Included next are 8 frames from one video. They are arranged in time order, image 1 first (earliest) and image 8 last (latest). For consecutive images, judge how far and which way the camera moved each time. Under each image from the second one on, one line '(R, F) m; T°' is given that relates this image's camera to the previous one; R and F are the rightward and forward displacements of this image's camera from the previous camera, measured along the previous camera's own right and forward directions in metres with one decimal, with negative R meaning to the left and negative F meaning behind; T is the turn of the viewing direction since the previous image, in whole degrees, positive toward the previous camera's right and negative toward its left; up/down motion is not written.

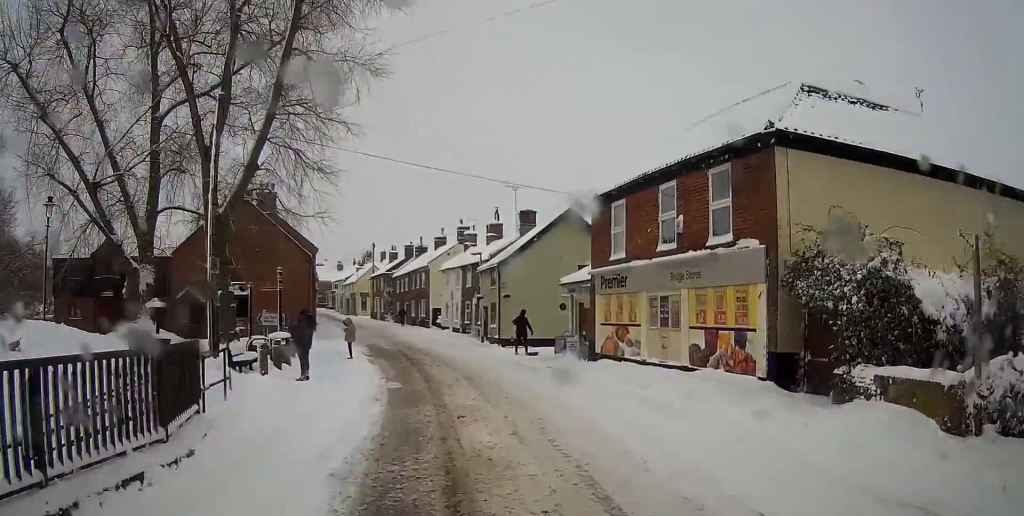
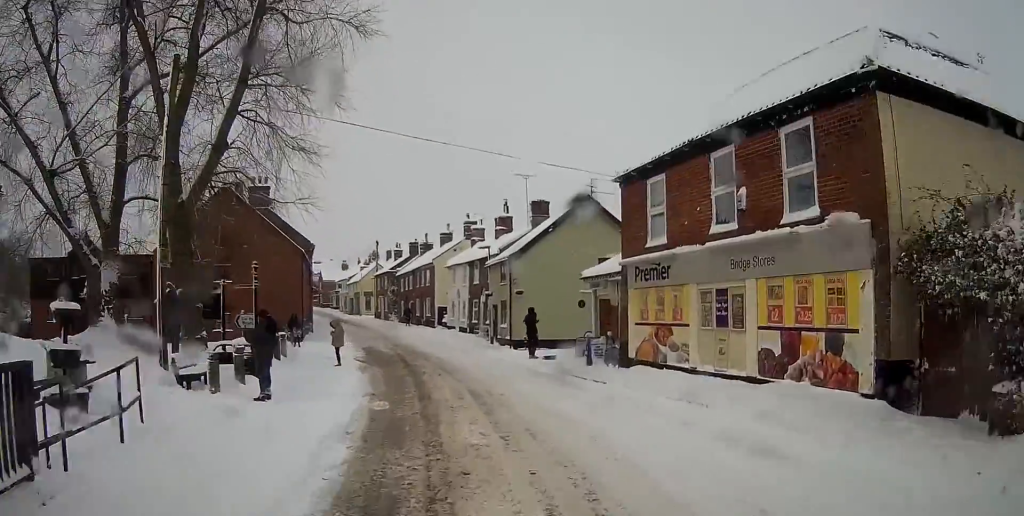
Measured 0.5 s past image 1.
(0.0, +3.5) m; -1°
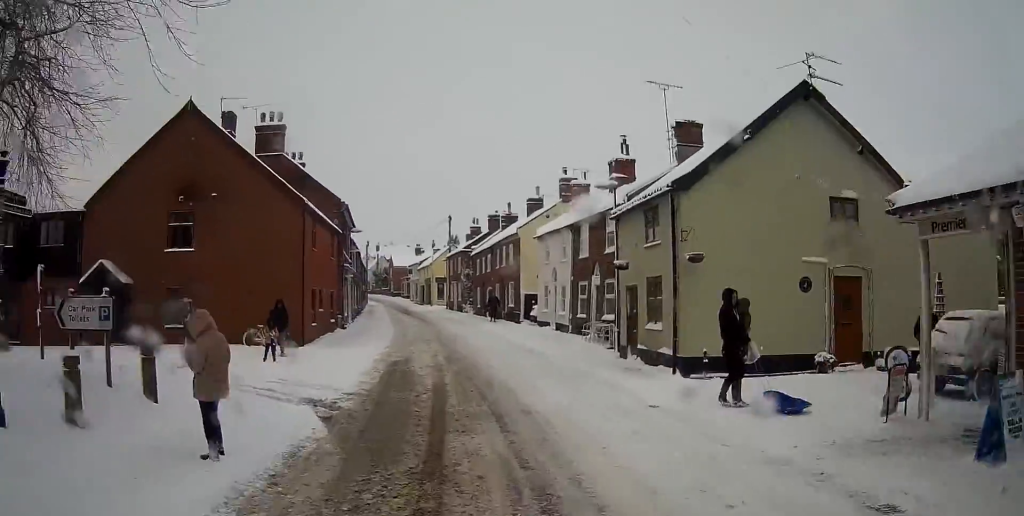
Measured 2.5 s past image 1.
(-1.2, +16.2) m; -5°
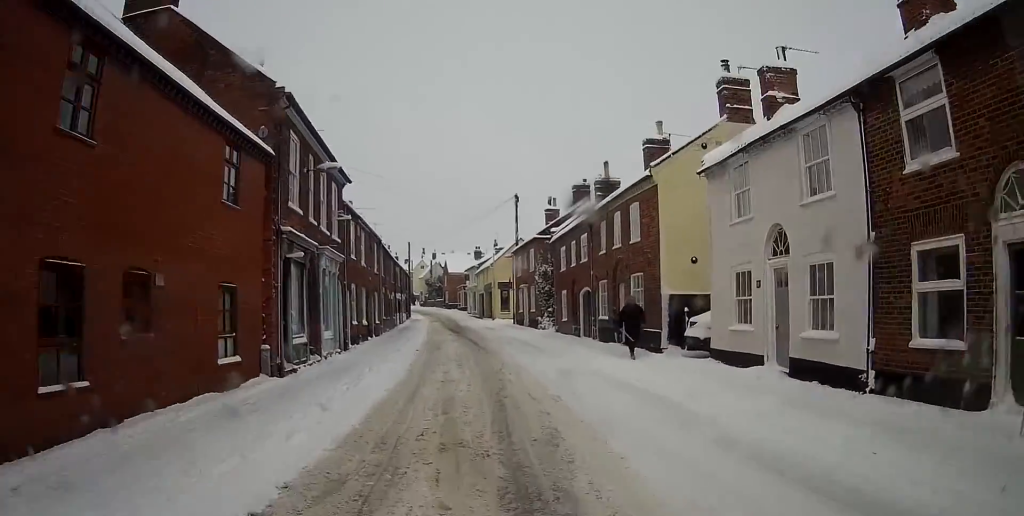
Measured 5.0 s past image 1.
(-2.8, +21.8) m; -11°
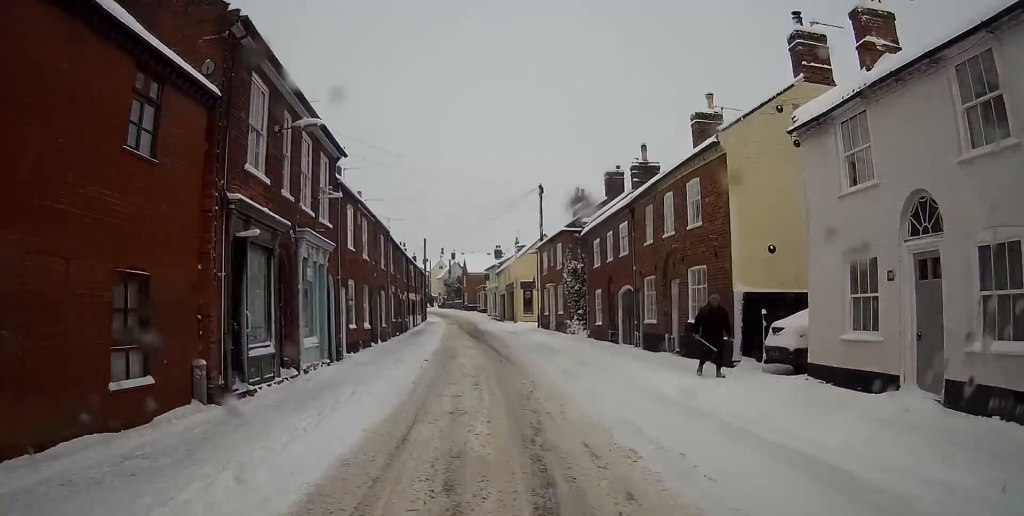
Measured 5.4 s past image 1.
(+0.2, +4.9) m; +2°
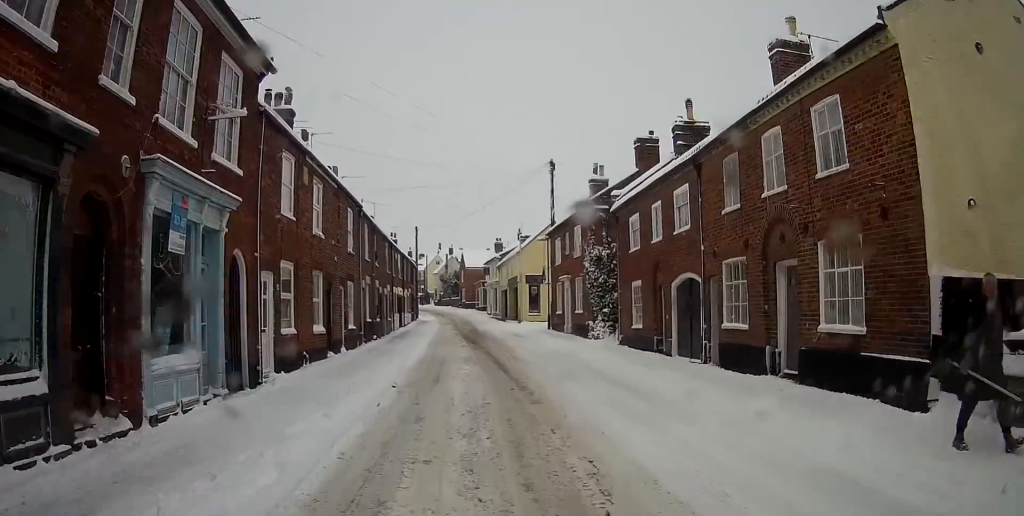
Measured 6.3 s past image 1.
(+0.1, +9.2) m; +1°
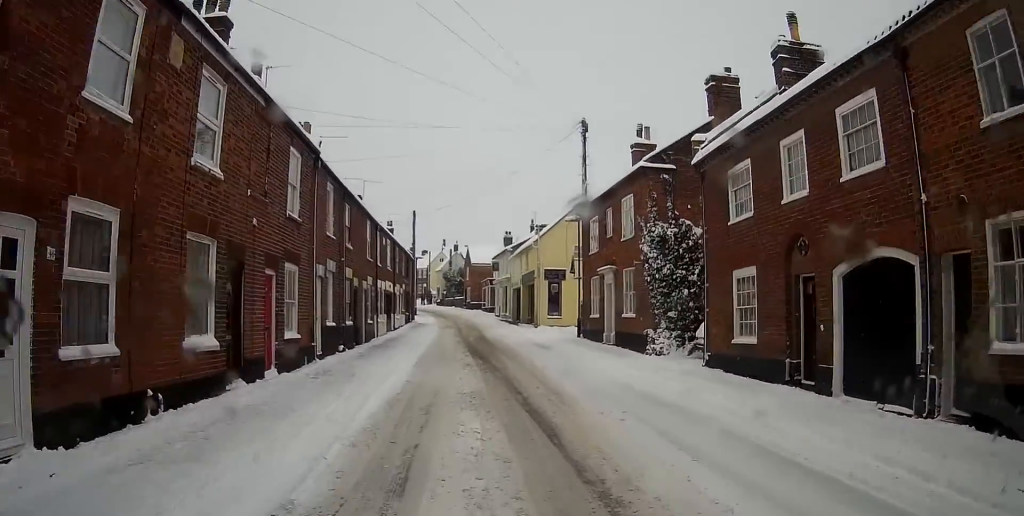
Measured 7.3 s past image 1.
(0.0, +10.3) m; 0°
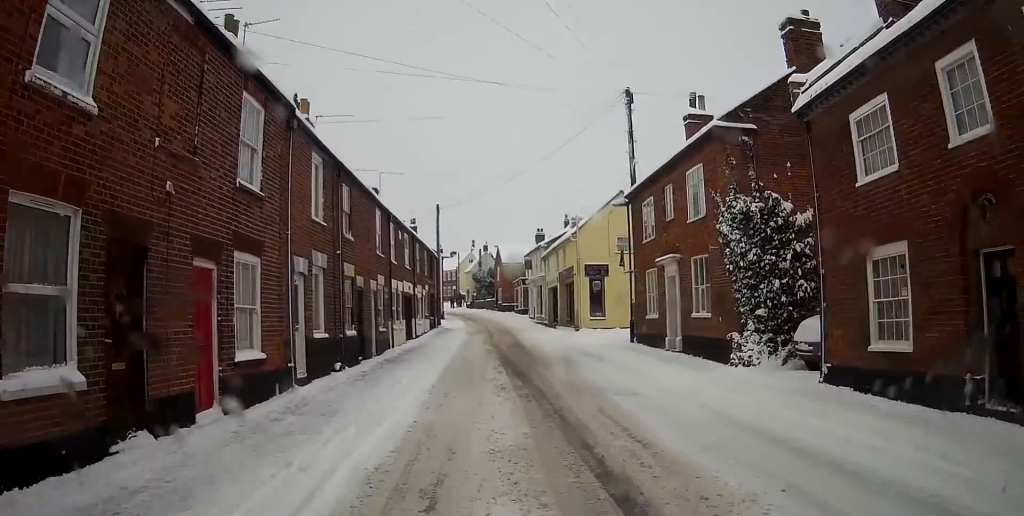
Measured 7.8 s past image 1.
(0.0, +5.3) m; -1°
